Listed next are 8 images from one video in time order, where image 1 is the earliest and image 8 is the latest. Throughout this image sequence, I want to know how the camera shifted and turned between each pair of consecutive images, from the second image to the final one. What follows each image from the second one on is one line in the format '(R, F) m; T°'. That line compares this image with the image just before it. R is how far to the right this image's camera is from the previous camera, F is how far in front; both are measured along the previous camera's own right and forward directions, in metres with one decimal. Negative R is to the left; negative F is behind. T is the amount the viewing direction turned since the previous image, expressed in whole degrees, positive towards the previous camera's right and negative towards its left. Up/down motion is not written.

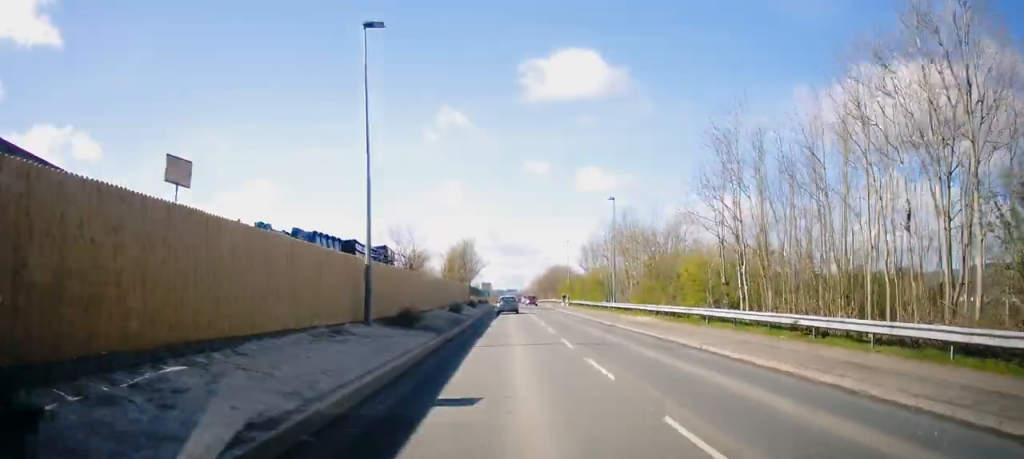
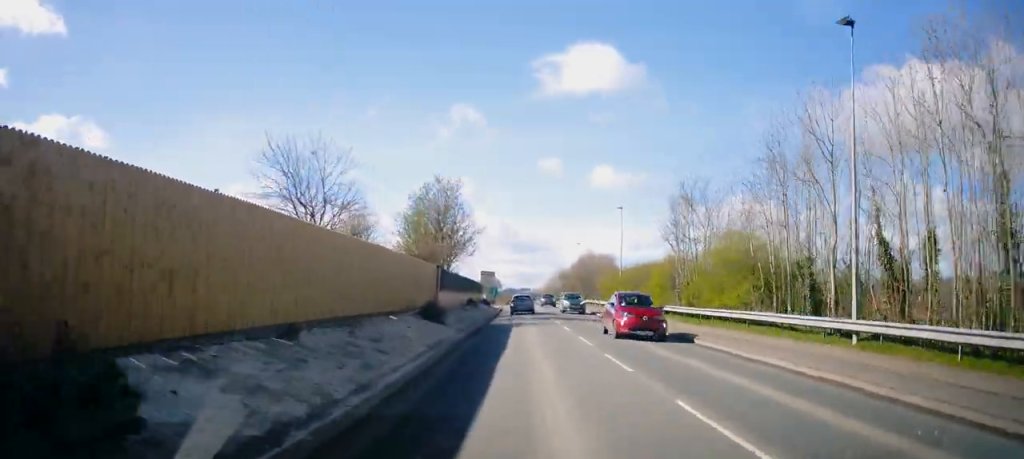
(-0.3, +35.0) m; 0°
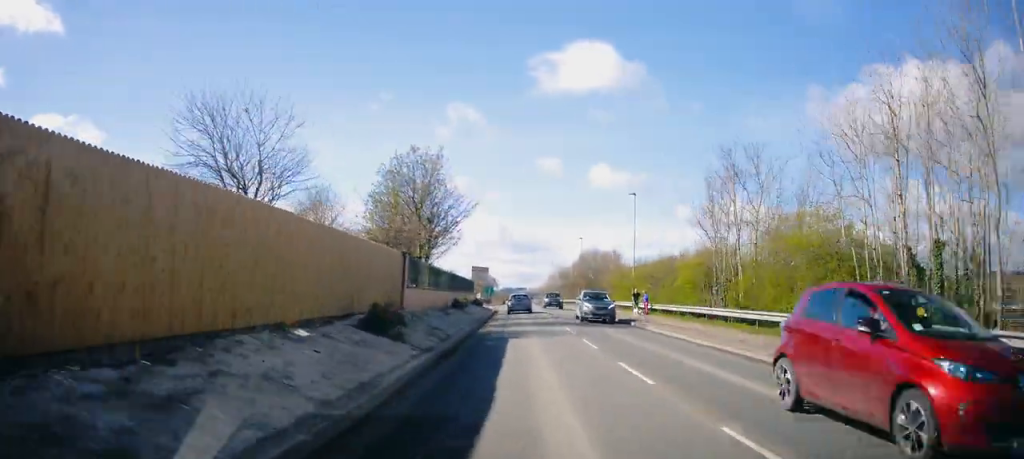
(+0.2, +7.5) m; 0°
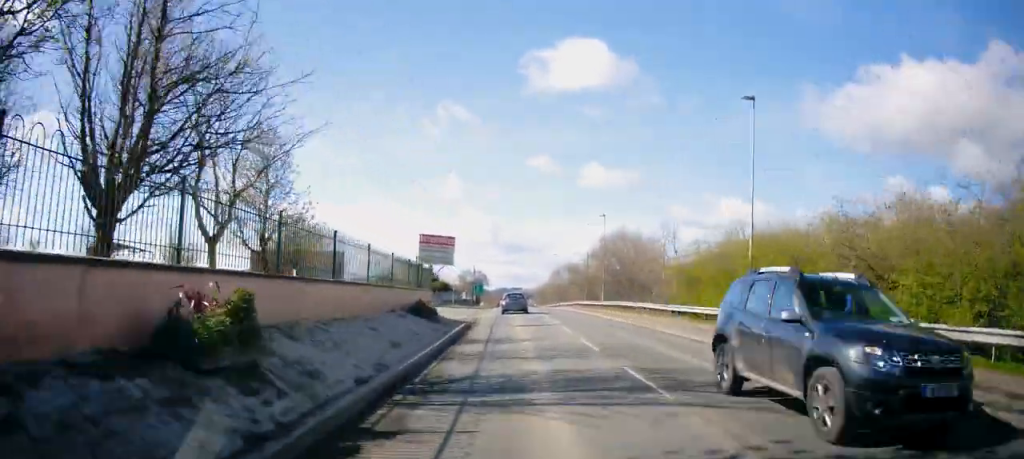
(-0.1, +25.1) m; 0°
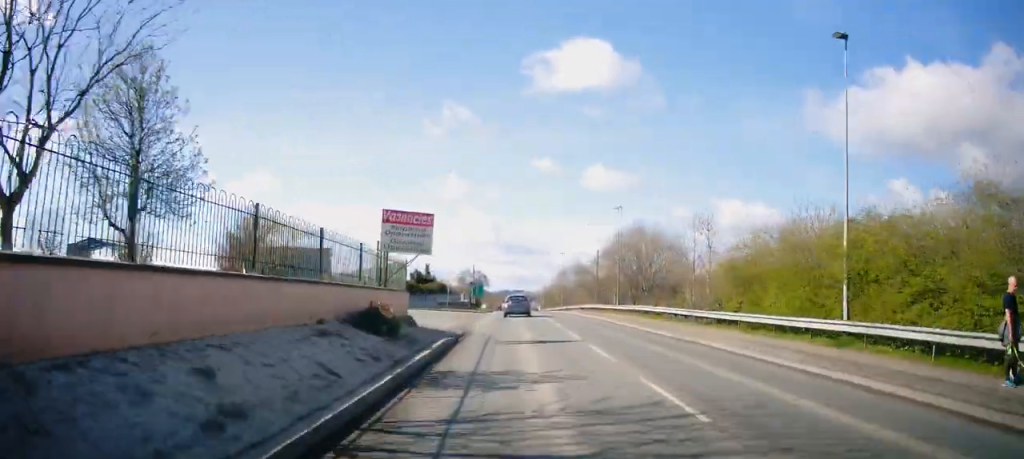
(+0.1, +7.2) m; 0°
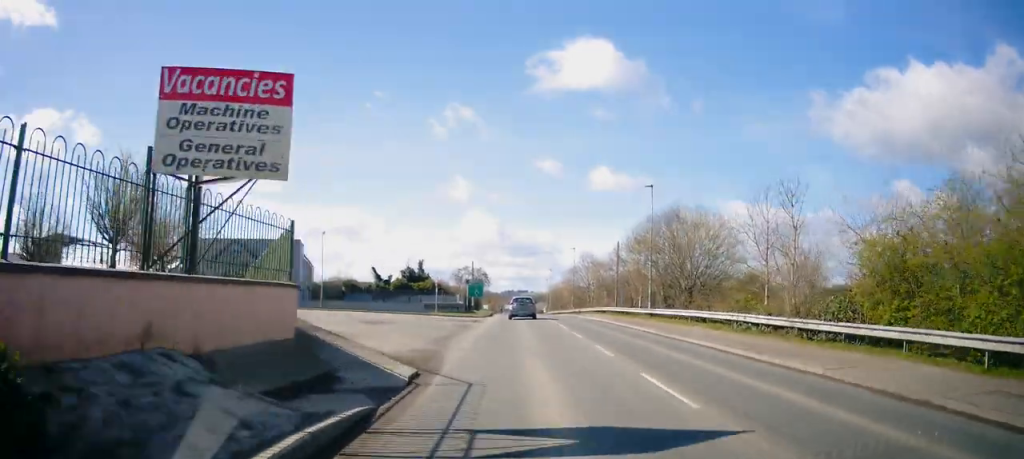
(-0.1, +11.1) m; -2°
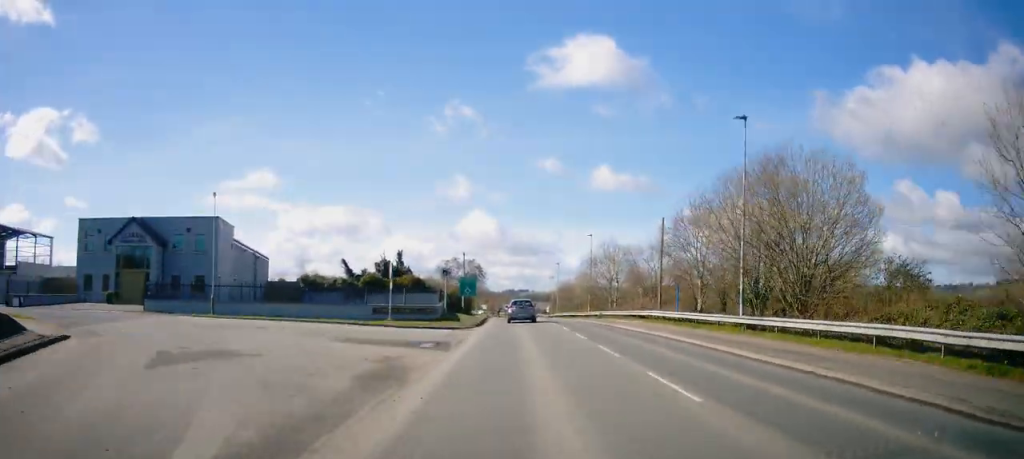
(-0.6, +17.5) m; -1°
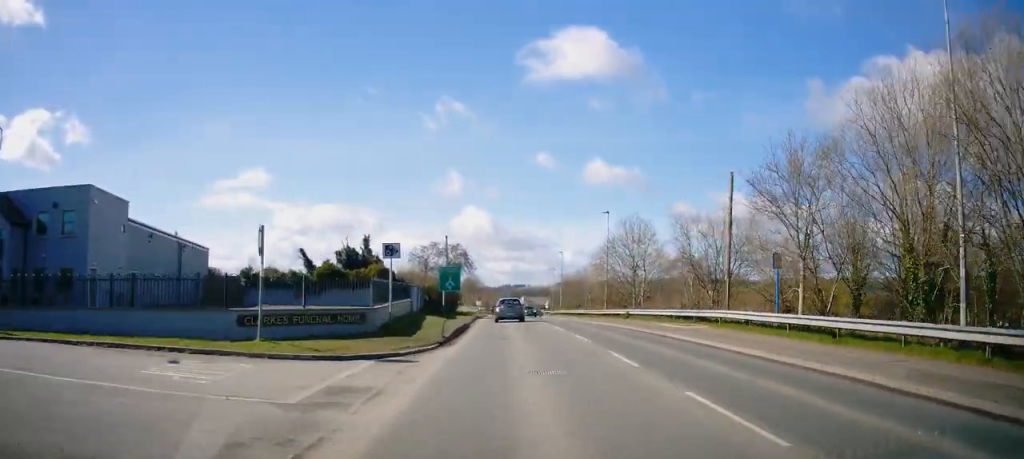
(+0.4, +14.7) m; +2°
